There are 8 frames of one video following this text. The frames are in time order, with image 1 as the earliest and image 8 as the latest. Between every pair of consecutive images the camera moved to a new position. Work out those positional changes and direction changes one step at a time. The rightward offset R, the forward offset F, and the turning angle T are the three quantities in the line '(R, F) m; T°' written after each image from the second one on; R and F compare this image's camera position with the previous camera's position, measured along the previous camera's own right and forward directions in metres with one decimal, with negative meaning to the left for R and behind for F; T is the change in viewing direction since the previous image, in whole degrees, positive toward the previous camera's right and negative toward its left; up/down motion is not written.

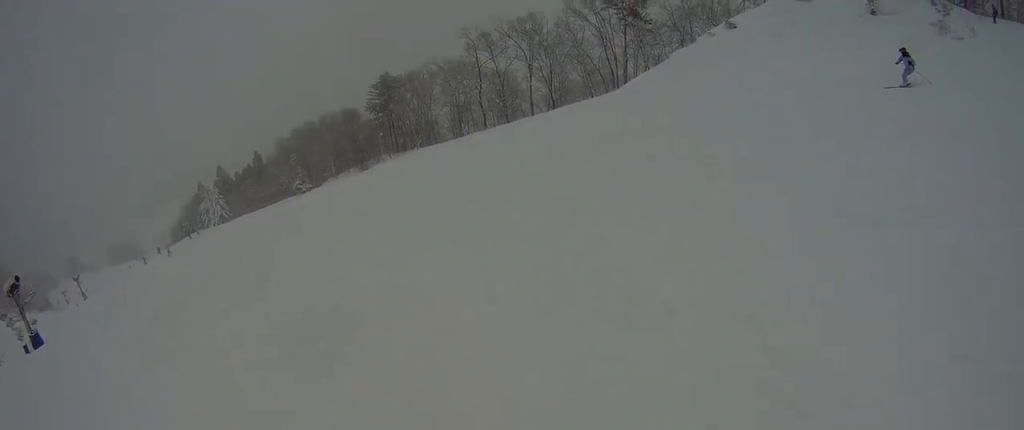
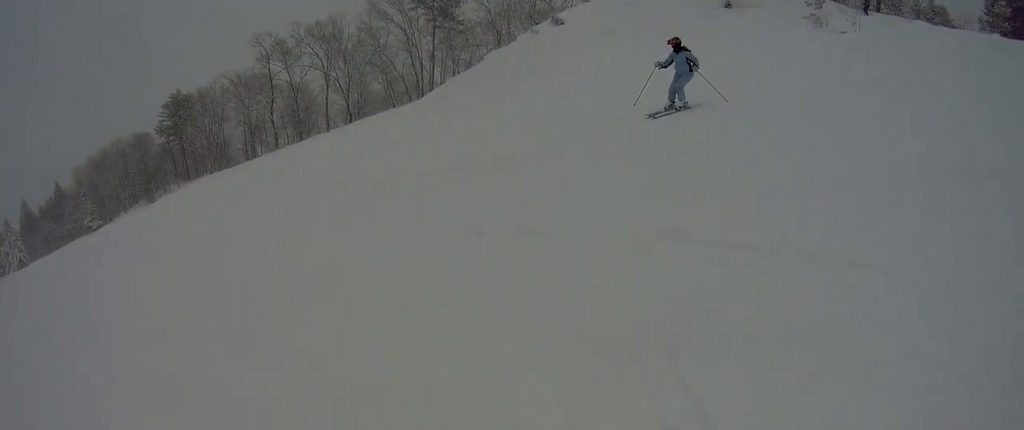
(+3.3, +5.6) m; +37°
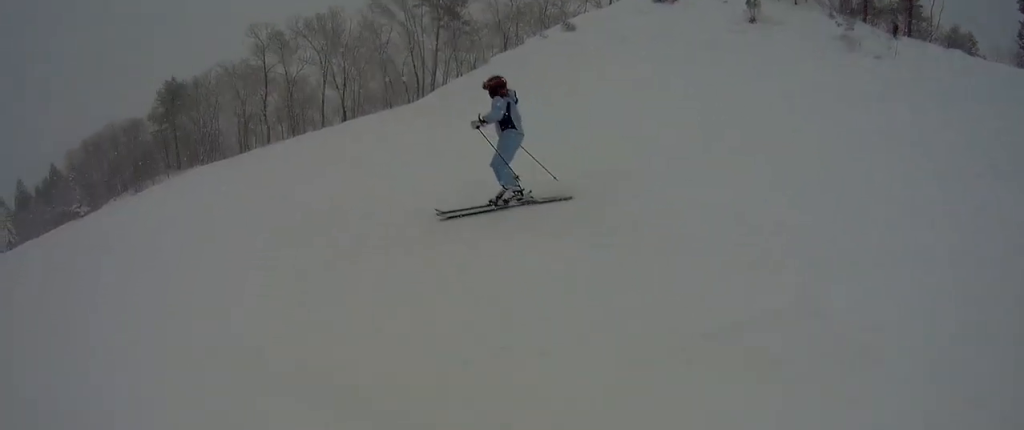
(0.0, +3.8) m; +9°
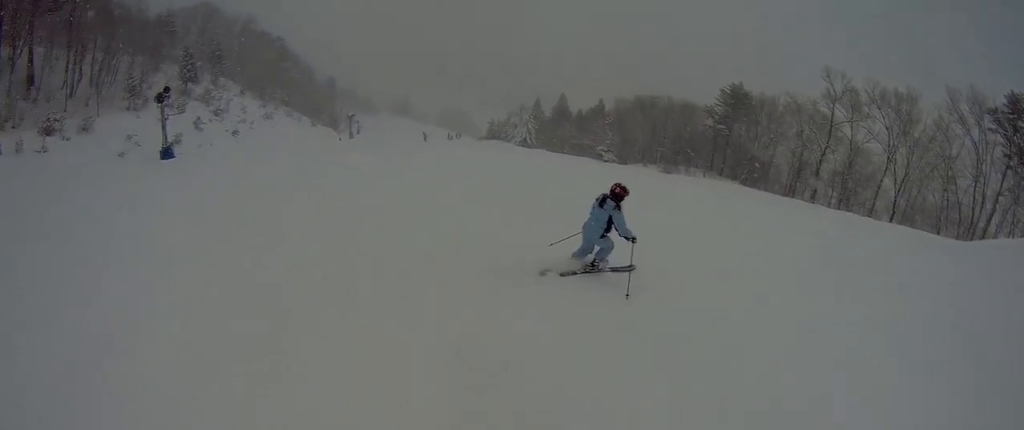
(+1.4, +6.6) m; +26°
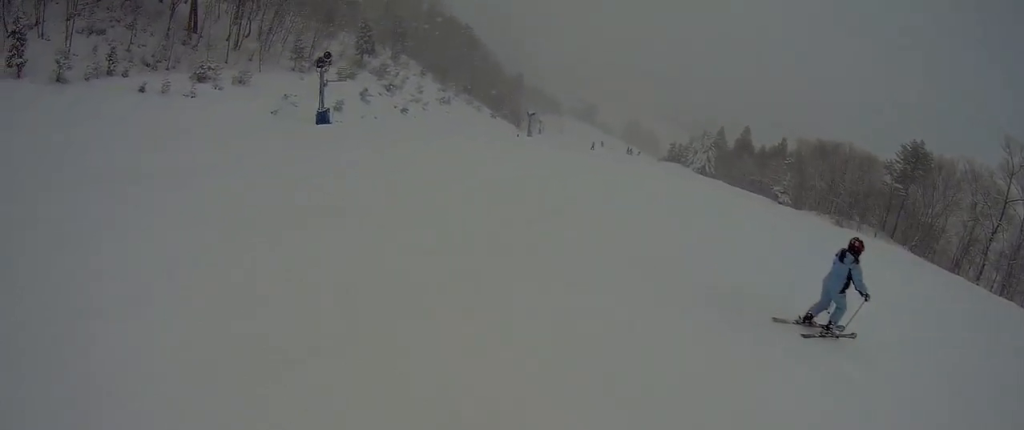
(+0.4, +2.5) m; +2°
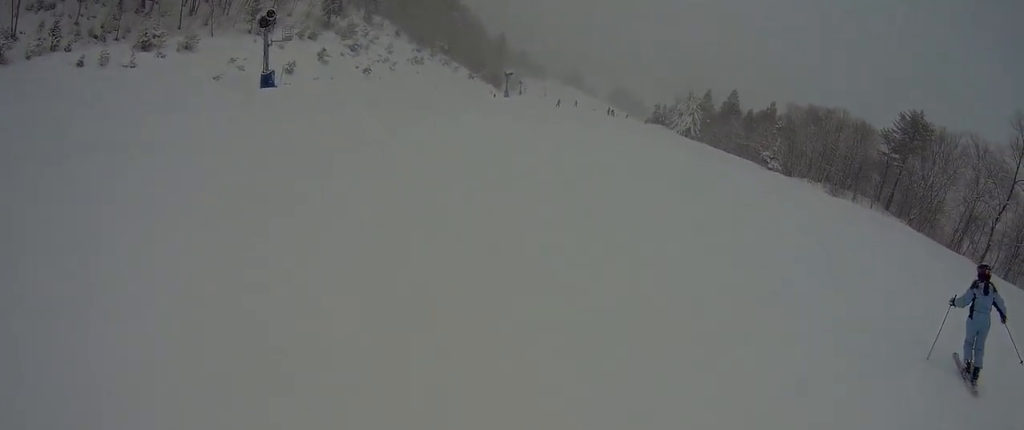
(+0.4, +3.4) m; -2°
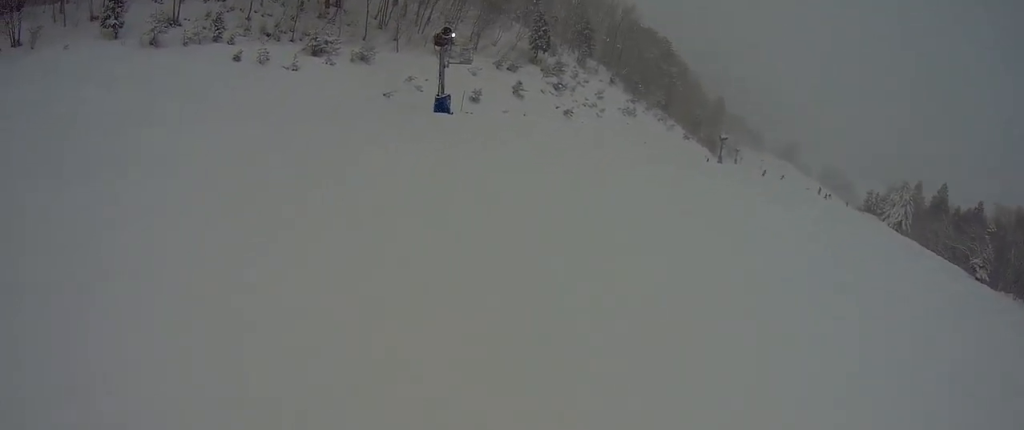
(-0.2, +3.9) m; -30°
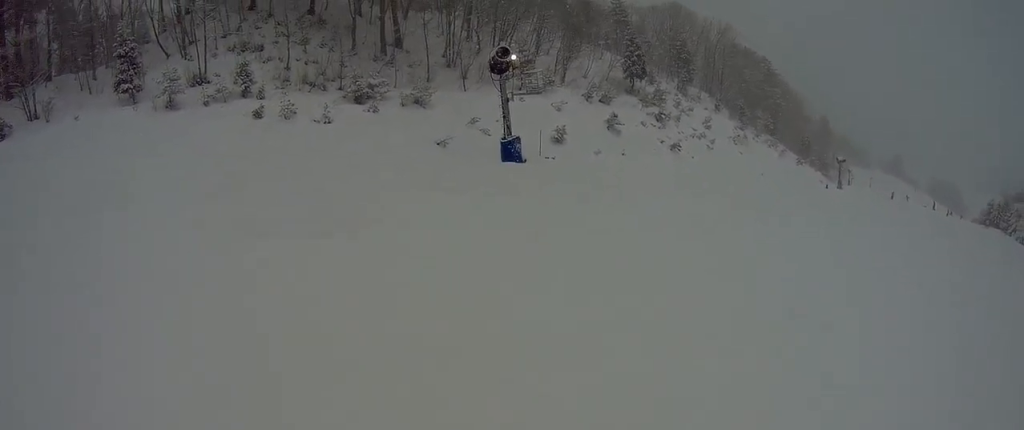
(-3.0, +4.8) m; -30°
